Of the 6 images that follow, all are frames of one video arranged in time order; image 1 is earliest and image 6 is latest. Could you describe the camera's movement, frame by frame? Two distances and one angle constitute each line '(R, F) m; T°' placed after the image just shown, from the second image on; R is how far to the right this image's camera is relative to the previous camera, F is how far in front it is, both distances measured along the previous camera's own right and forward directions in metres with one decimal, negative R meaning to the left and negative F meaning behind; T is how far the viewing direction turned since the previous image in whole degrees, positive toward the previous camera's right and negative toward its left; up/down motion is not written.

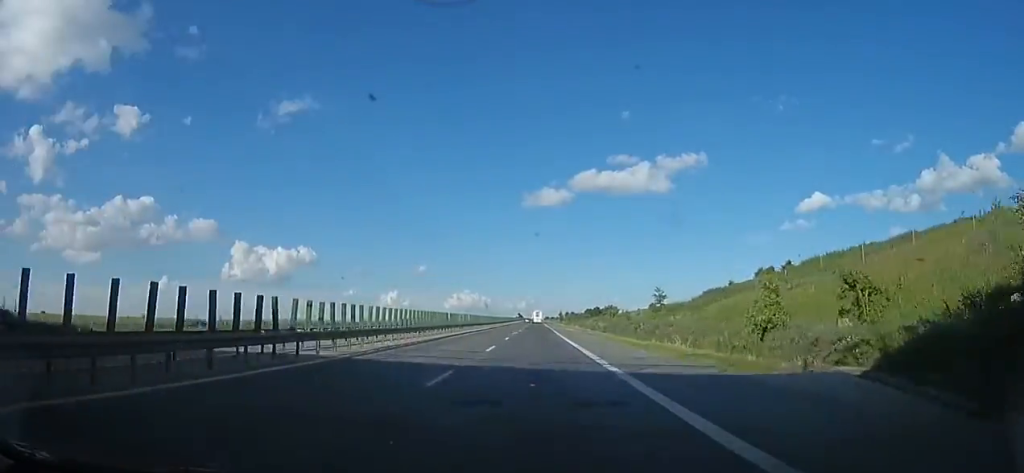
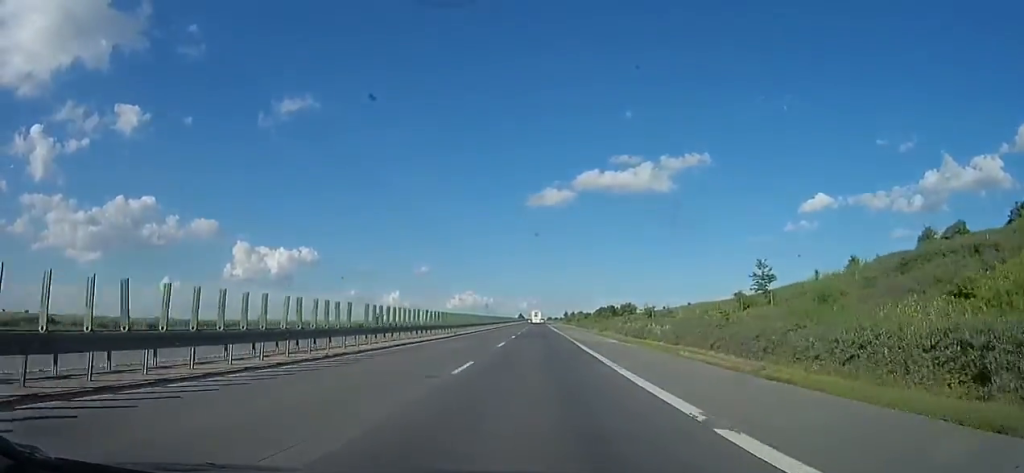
(-0.2, +32.9) m; 0°
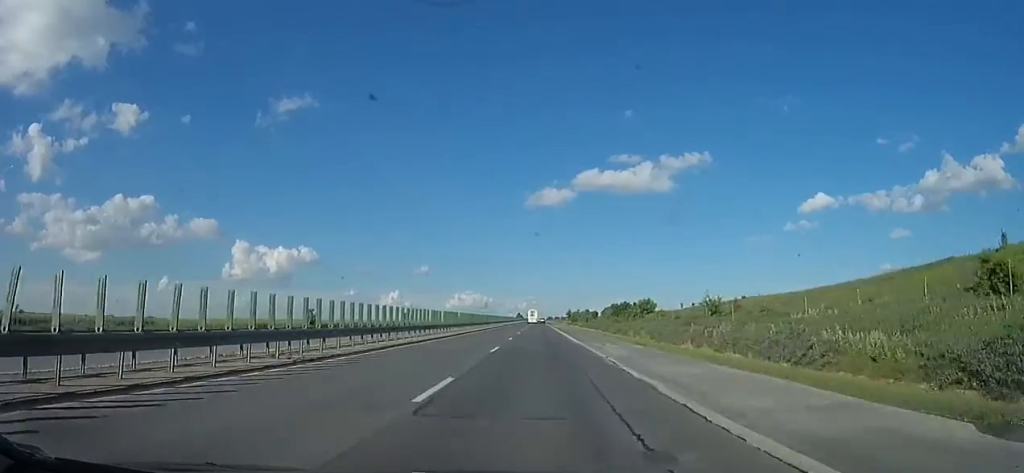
(+0.1, +27.7) m; 0°
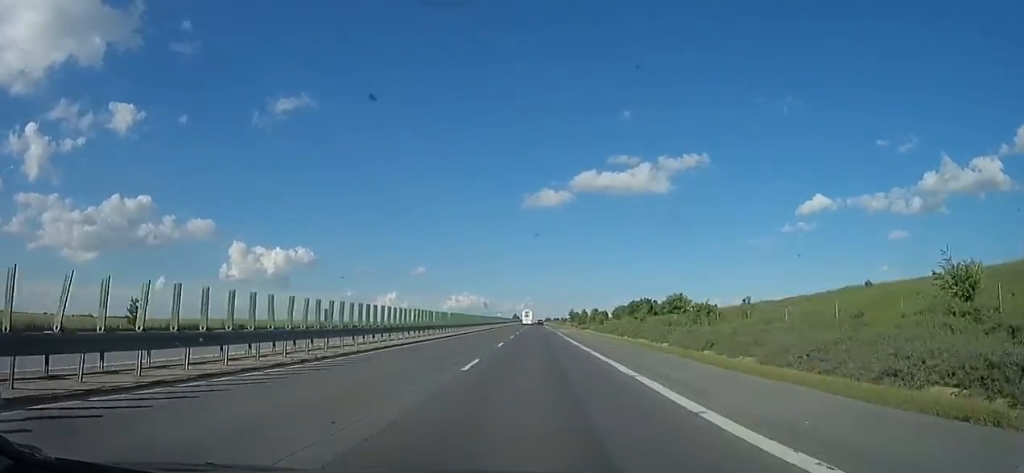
(+0.1, +30.9) m; 0°
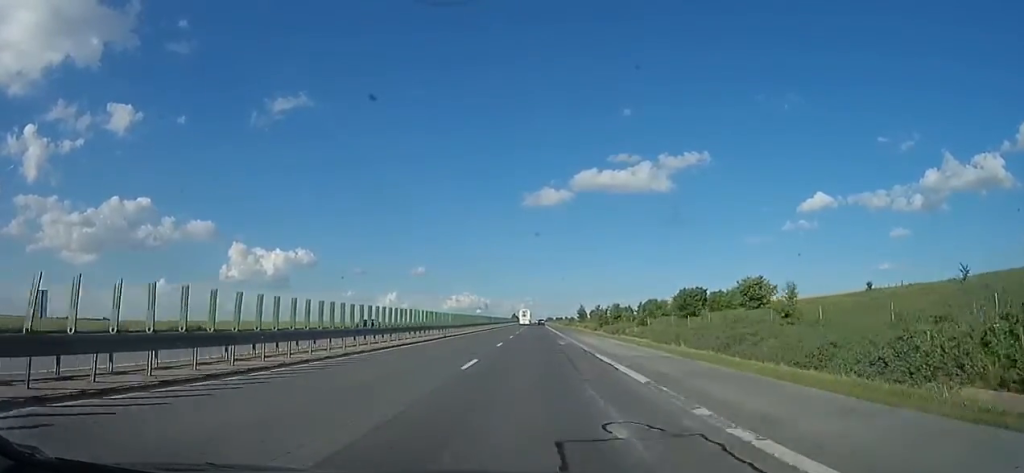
(-0.3, +35.6) m; 0°
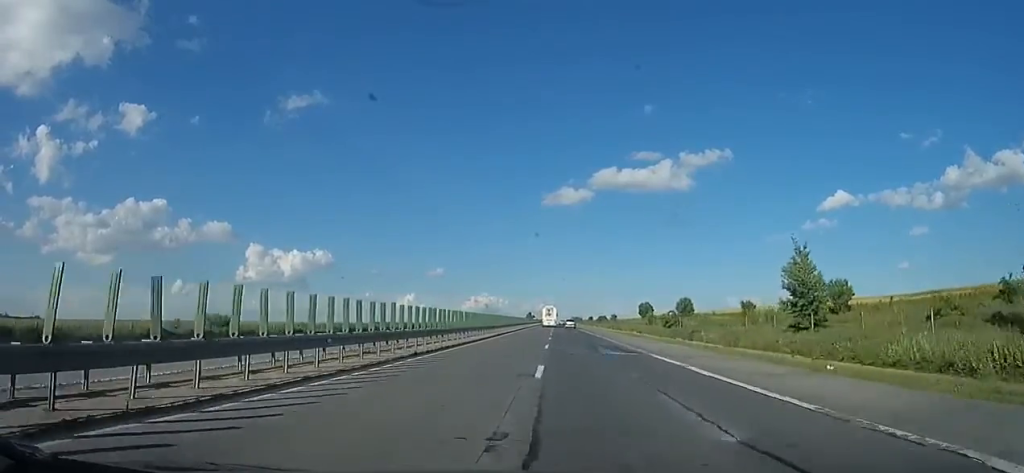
(-1.1, +109.8) m; -3°
